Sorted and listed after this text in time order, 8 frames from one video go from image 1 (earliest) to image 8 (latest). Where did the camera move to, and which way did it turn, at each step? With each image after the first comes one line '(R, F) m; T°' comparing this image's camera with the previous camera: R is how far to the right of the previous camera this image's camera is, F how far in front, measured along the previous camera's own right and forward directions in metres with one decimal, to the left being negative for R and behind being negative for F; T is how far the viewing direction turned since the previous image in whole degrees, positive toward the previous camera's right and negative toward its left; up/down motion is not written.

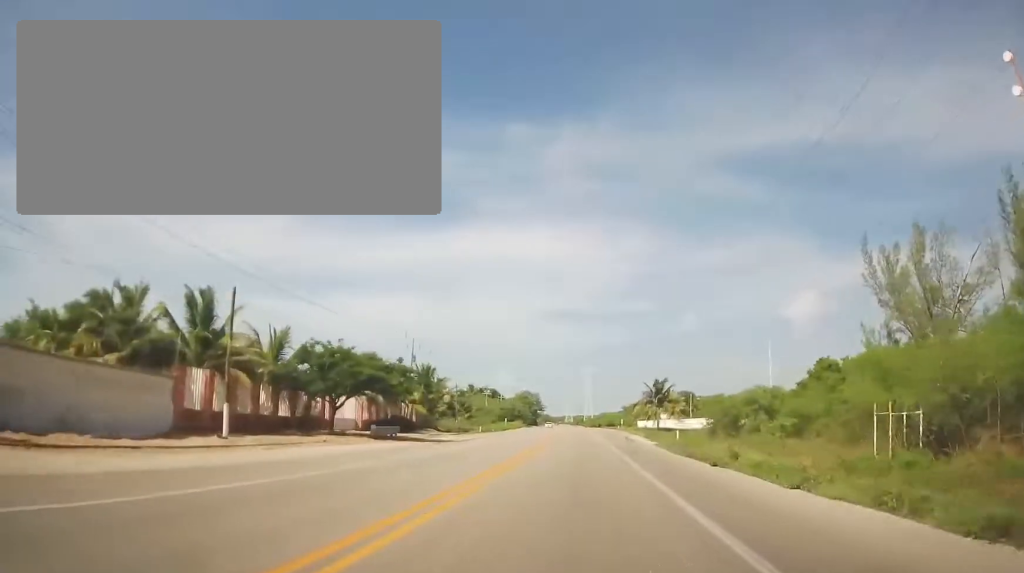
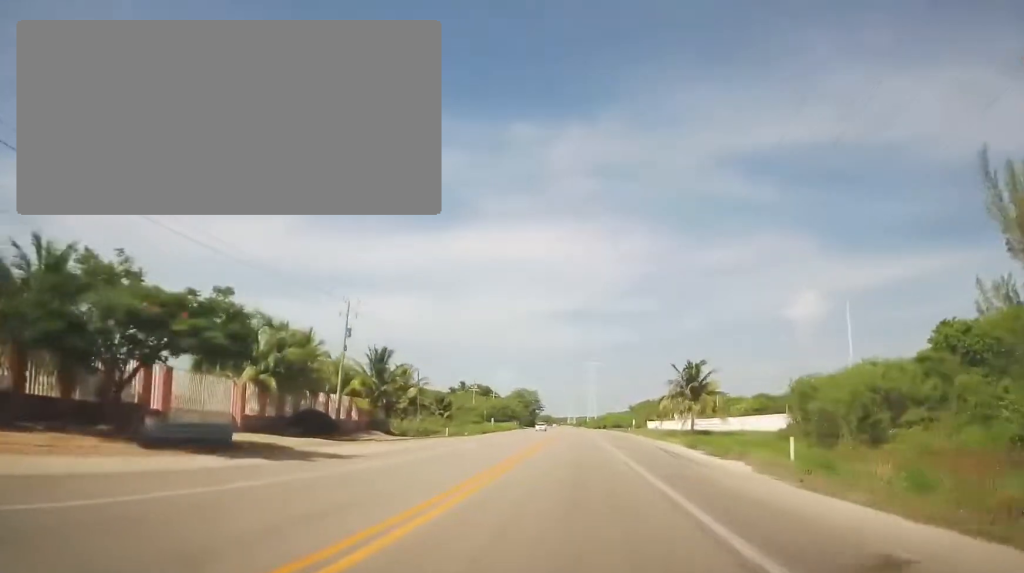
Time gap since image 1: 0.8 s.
(-0.3, +20.9) m; 0°
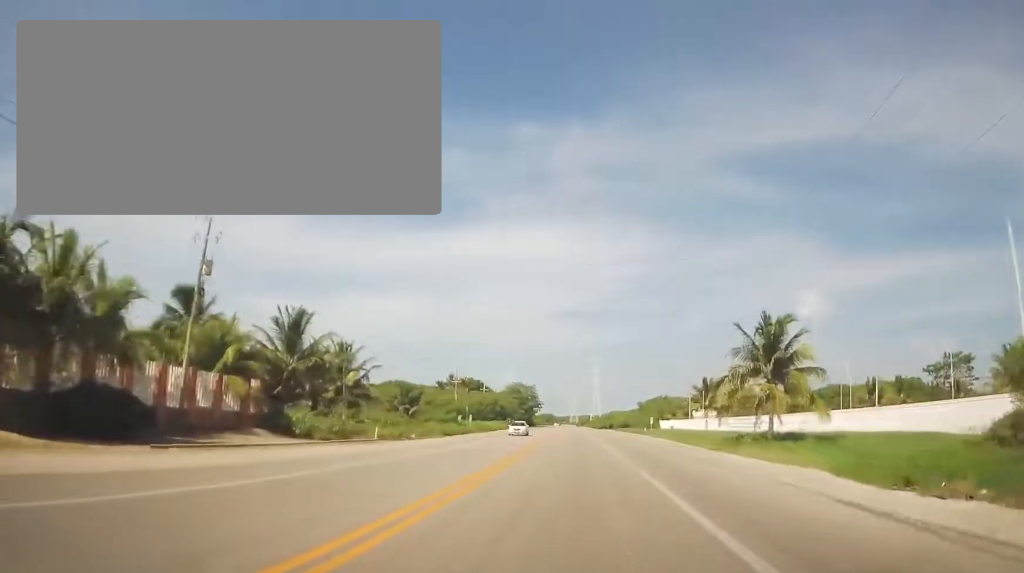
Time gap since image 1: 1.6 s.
(-0.1, +21.0) m; 0°
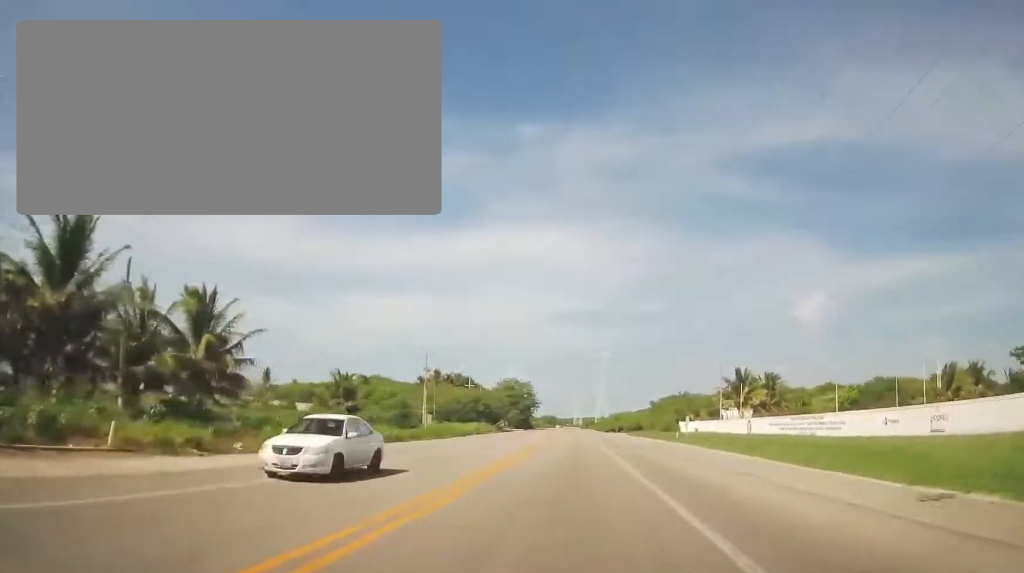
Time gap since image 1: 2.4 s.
(+0.2, +23.3) m; 0°
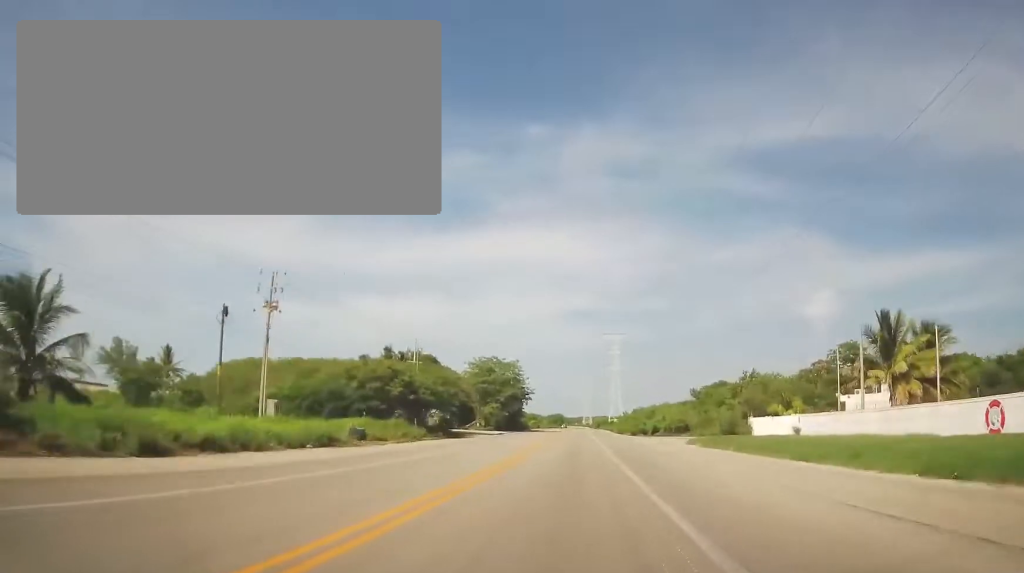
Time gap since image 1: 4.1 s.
(-0.7, +46.1) m; -2°
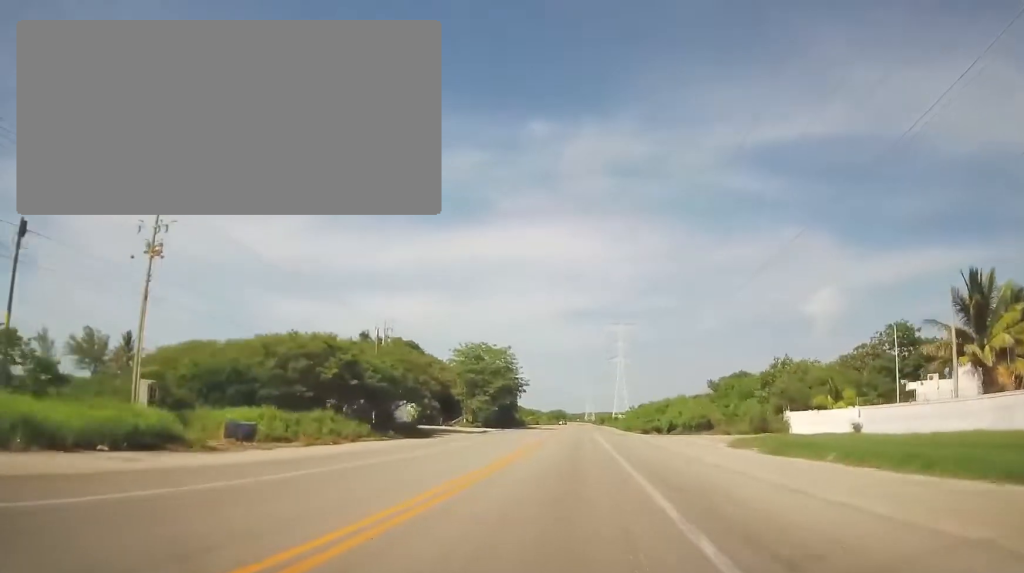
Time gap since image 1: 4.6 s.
(0.0, +13.1) m; 0°
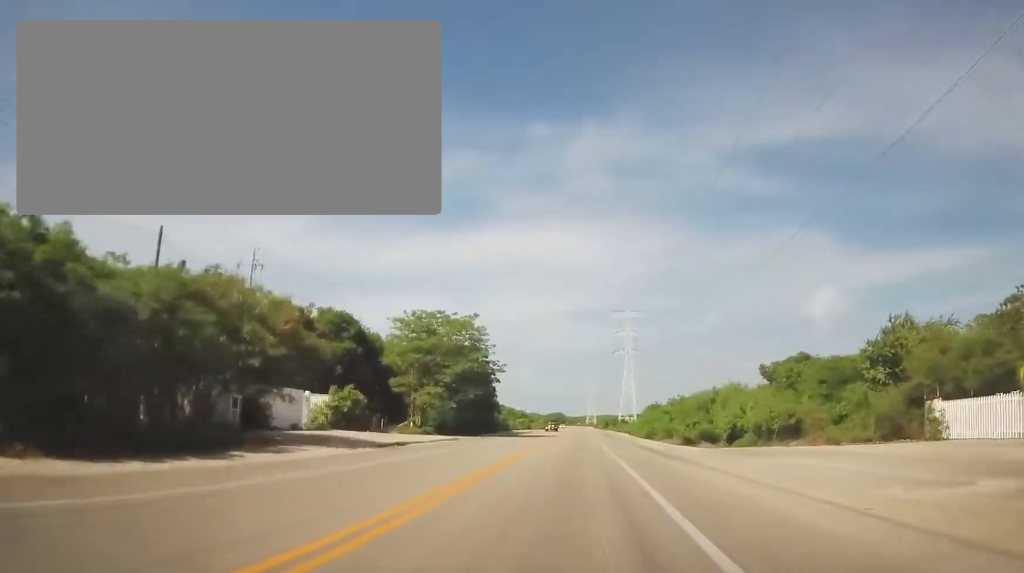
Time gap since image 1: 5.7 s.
(-0.1, +27.8) m; 0°
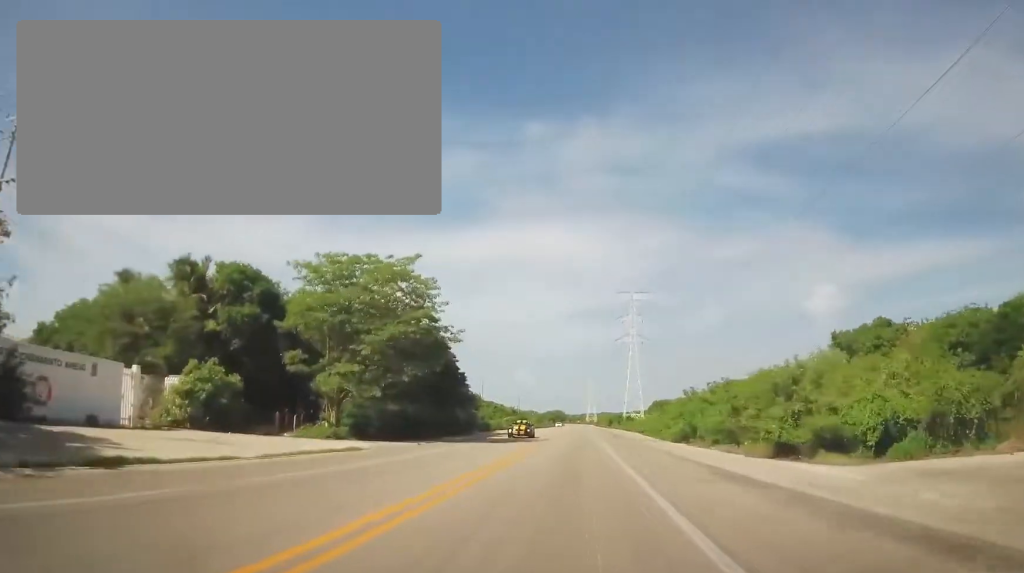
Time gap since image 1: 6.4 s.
(-0.1, +20.5) m; +1°
